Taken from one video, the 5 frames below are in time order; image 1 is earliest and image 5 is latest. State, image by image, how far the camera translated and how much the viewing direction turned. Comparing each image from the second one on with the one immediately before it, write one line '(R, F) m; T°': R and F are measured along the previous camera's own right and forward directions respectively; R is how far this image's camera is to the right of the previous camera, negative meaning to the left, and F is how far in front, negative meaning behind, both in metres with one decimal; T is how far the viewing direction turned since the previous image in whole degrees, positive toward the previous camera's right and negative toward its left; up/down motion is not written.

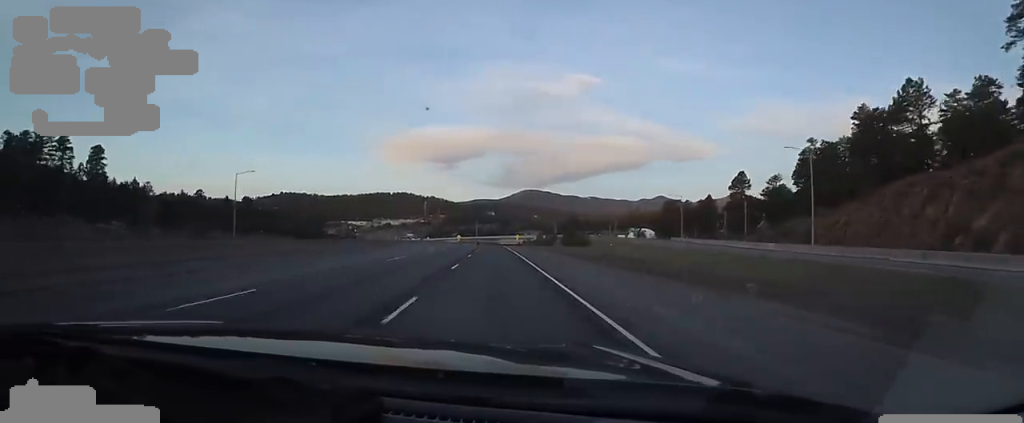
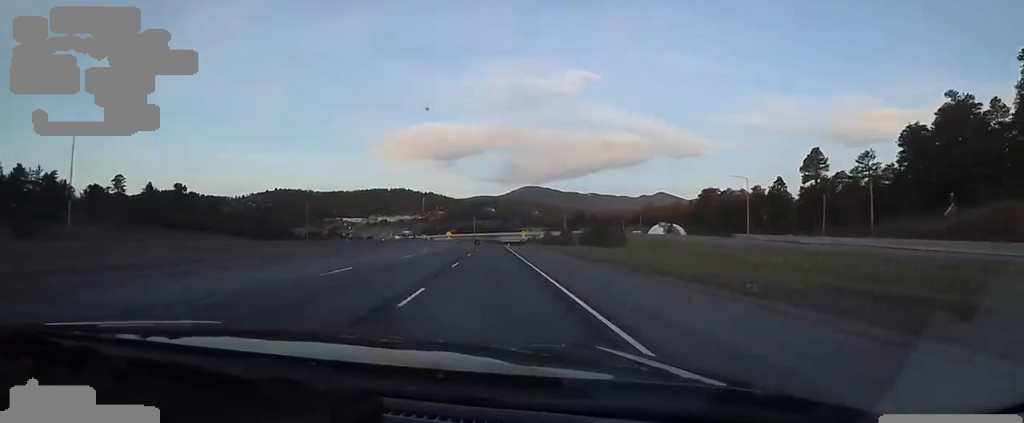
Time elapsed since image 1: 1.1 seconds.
(-1.6, +35.8) m; -3°
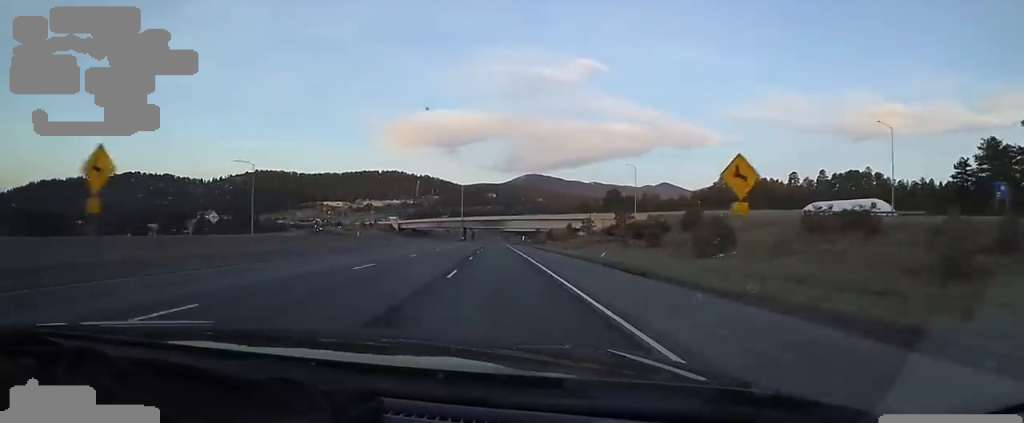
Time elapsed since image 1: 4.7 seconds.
(+3.8, +119.2) m; +2°
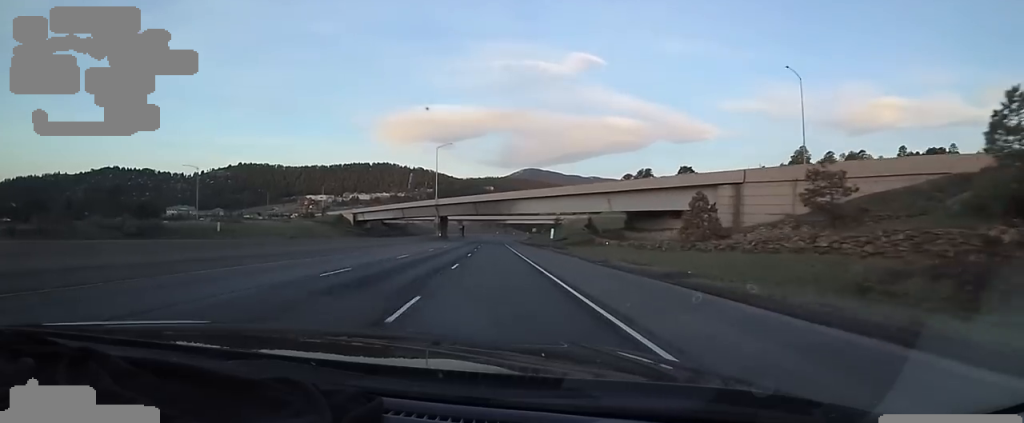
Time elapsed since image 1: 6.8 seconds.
(-0.9, +71.7) m; -2°
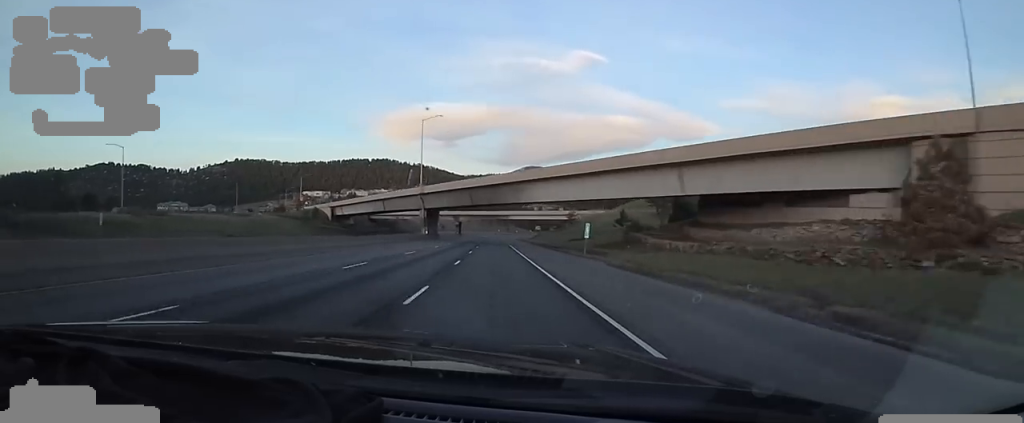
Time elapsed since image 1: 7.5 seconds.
(-0.2, +22.9) m; +1°
